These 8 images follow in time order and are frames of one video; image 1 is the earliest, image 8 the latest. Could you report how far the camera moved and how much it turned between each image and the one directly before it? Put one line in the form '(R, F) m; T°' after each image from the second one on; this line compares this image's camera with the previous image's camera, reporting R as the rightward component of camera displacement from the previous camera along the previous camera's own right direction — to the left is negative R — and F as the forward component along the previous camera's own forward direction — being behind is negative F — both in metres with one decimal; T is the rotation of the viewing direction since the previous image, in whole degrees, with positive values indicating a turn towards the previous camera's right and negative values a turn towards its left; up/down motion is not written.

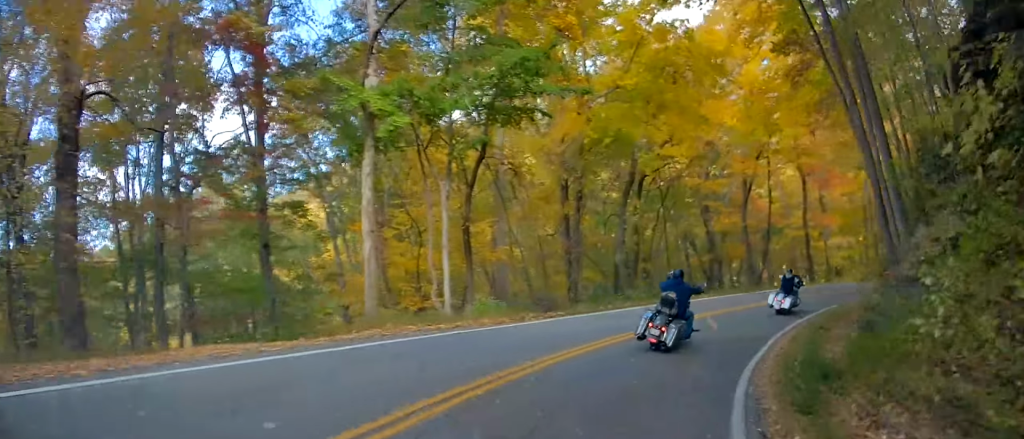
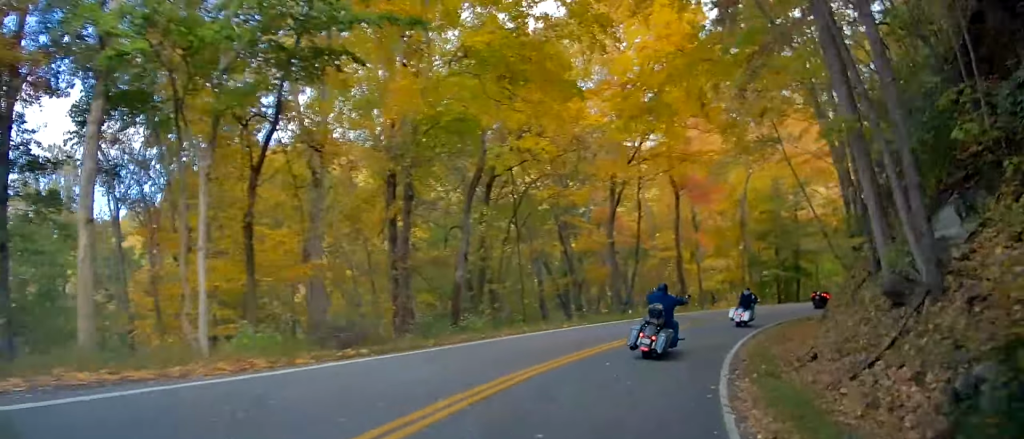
(+0.3, +7.4) m; +11°
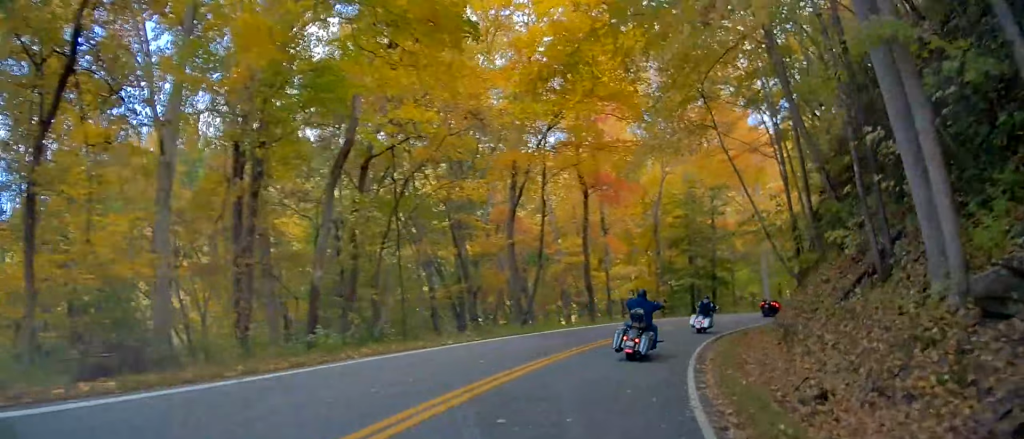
(+0.8, +5.6) m; +8°
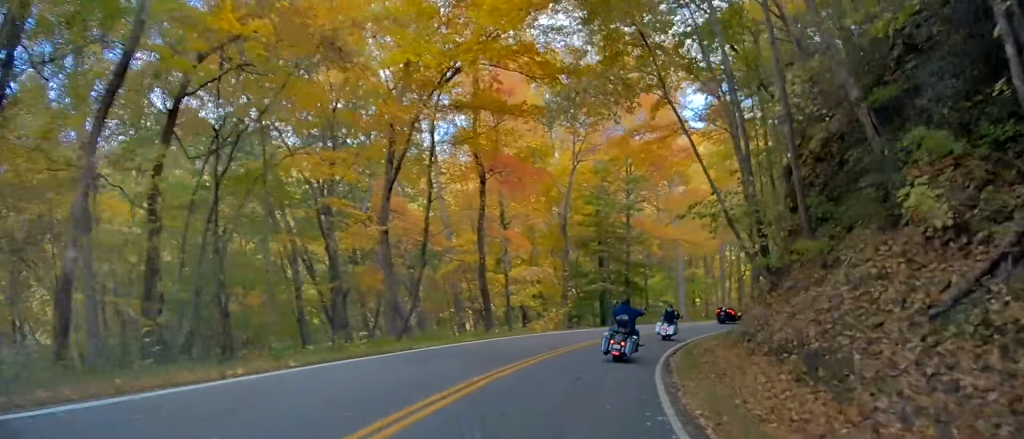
(+0.6, +7.7) m; +11°
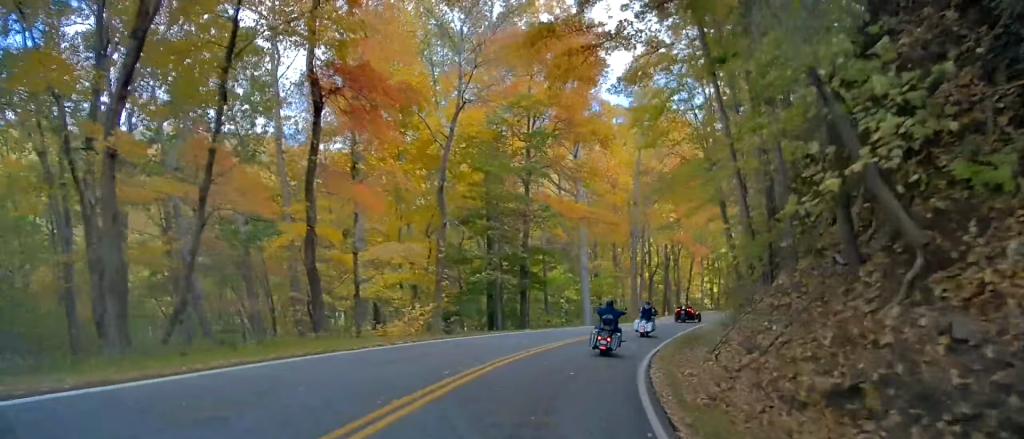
(+1.9, +12.7) m; +22°
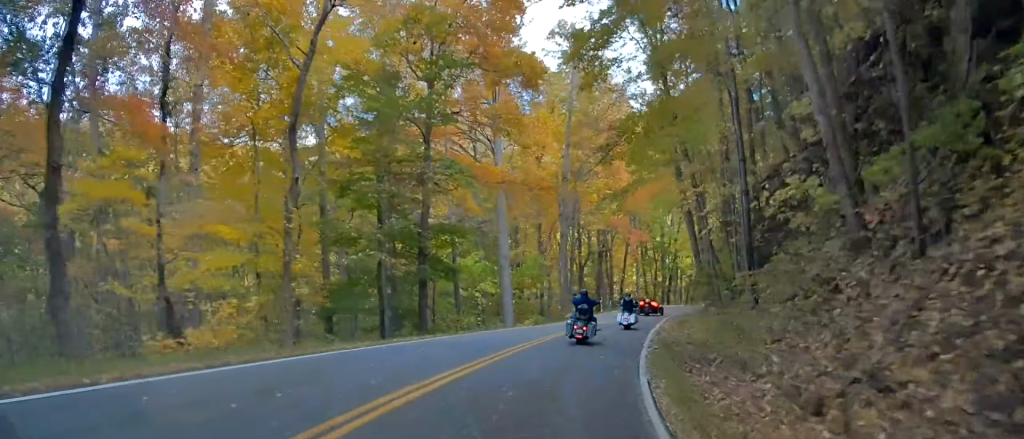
(+2.6, +11.6) m; +8°
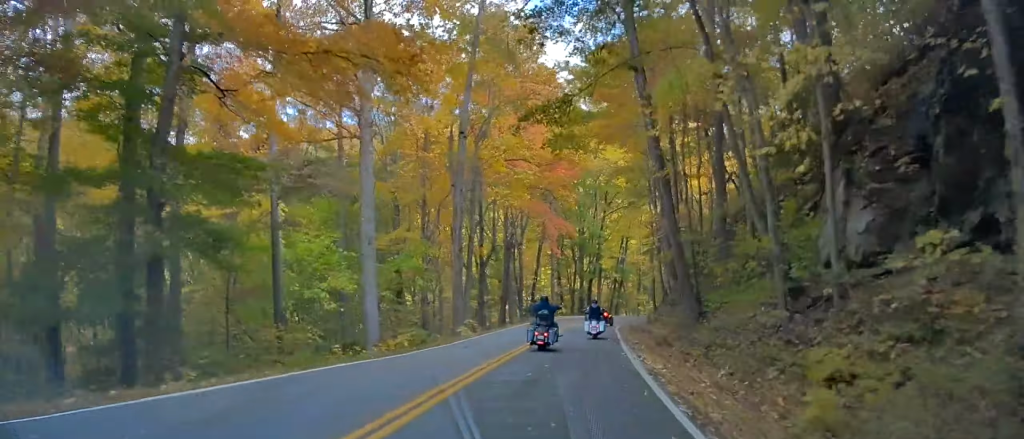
(-0.5, +18.1) m; +2°
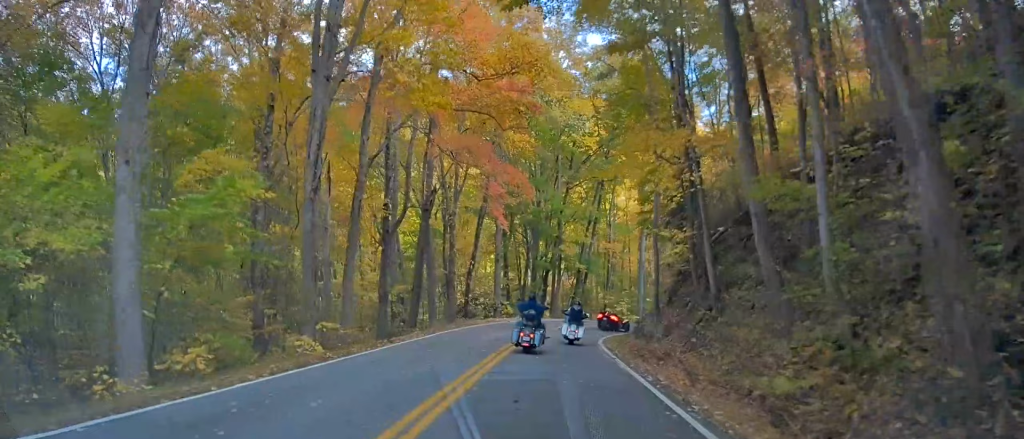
(+0.8, +19.4) m; +1°
